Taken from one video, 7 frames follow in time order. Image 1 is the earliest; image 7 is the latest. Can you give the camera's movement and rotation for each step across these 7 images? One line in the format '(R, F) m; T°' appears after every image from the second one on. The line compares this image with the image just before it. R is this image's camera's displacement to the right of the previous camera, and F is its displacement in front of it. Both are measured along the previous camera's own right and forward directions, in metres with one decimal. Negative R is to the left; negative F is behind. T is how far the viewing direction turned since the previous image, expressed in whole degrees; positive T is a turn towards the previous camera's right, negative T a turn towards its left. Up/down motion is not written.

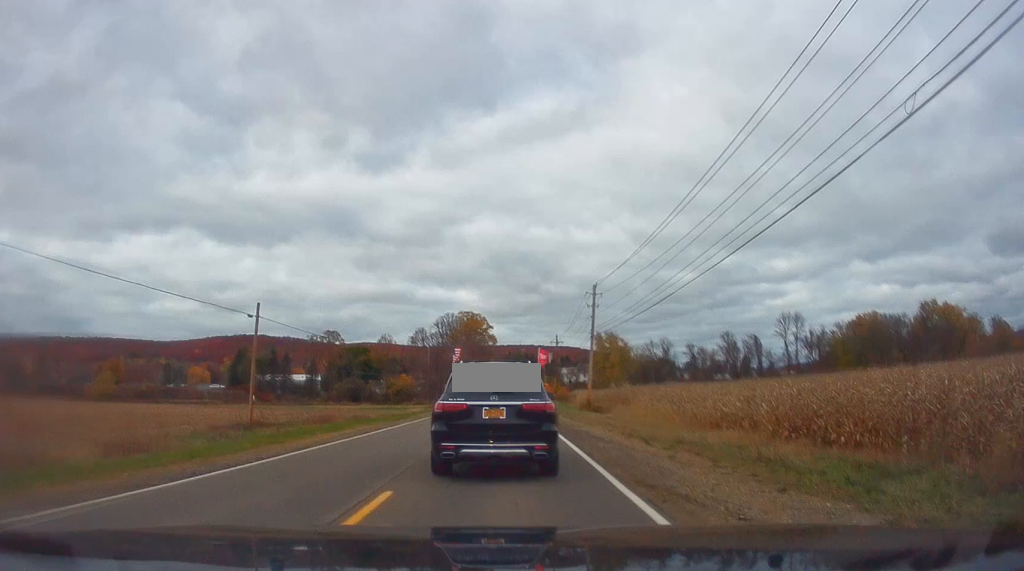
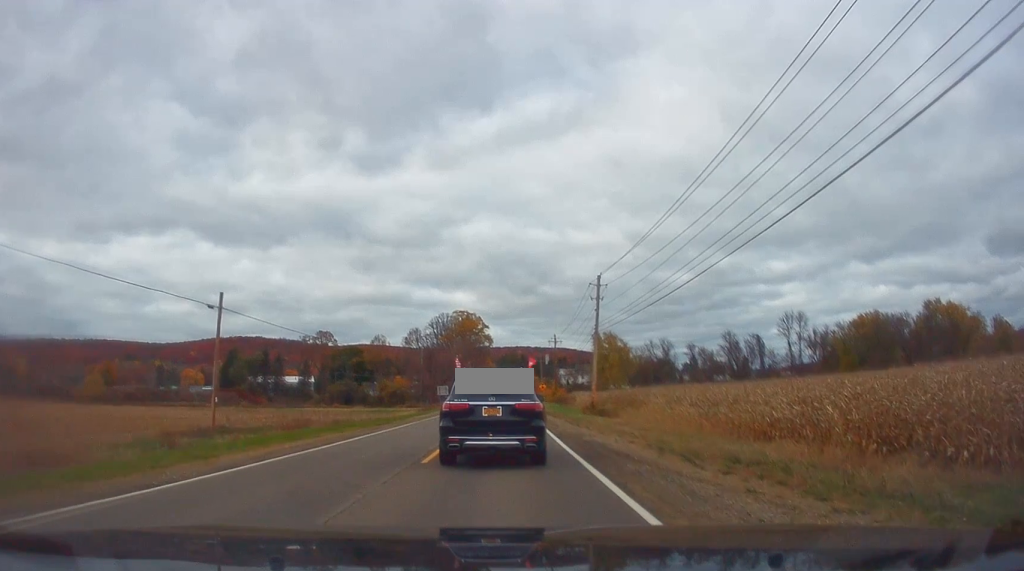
(0.0, +2.9) m; 0°
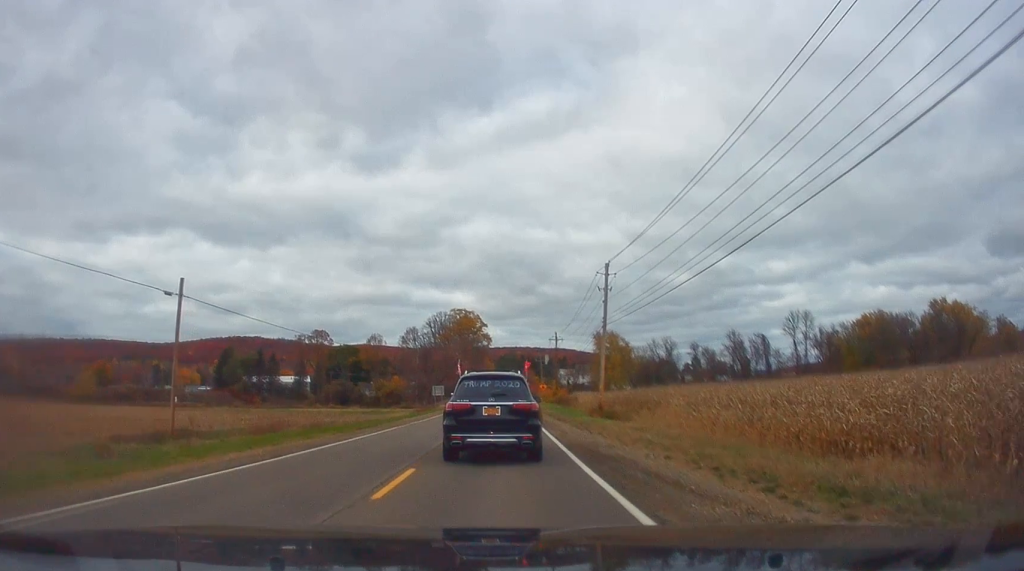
(0.0, +2.6) m; 0°
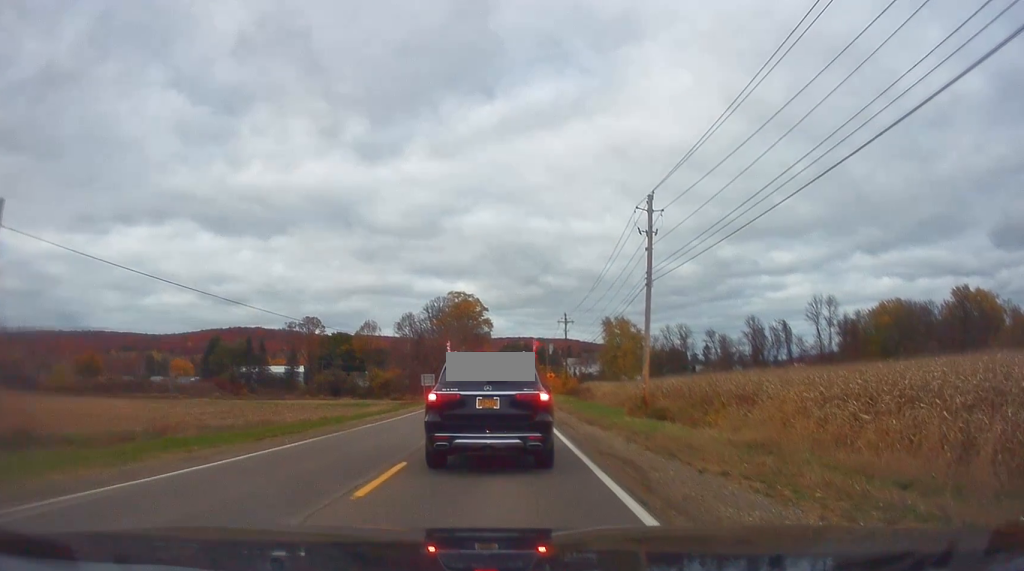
(0.0, +9.7) m; 0°
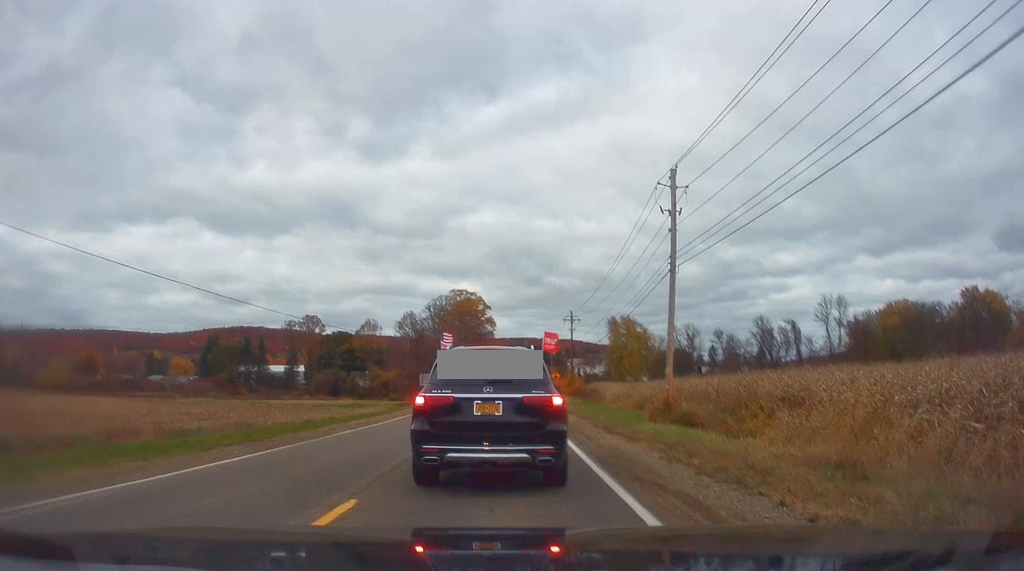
(0.0, +4.3) m; 0°
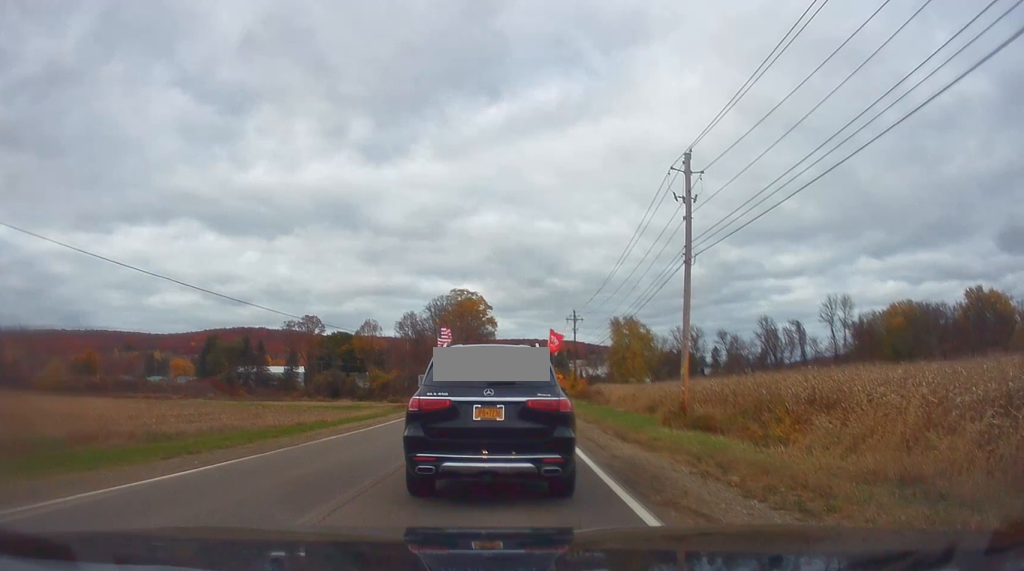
(0.0, +3.3) m; 0°
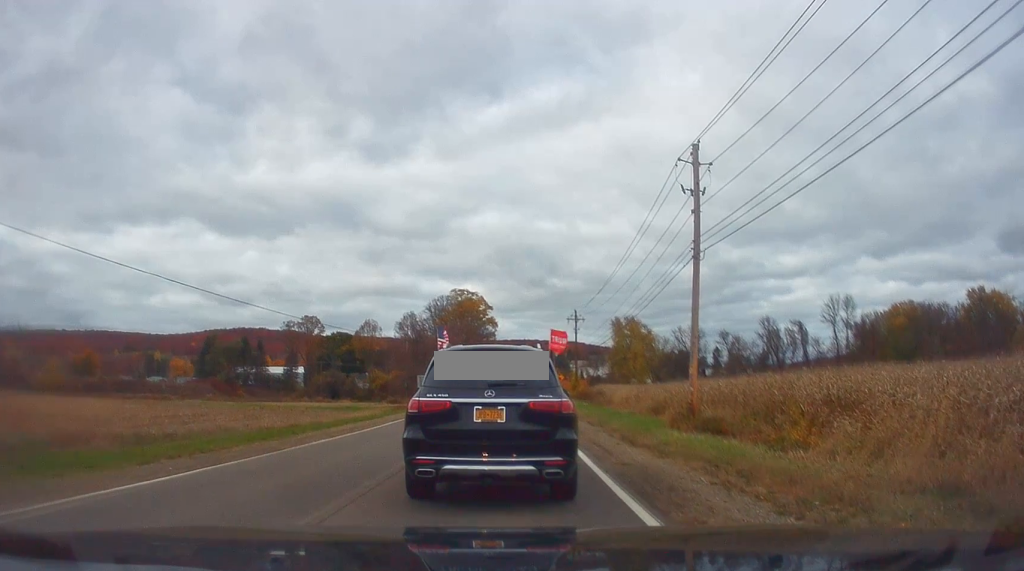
(0.0, +2.3) m; 0°
